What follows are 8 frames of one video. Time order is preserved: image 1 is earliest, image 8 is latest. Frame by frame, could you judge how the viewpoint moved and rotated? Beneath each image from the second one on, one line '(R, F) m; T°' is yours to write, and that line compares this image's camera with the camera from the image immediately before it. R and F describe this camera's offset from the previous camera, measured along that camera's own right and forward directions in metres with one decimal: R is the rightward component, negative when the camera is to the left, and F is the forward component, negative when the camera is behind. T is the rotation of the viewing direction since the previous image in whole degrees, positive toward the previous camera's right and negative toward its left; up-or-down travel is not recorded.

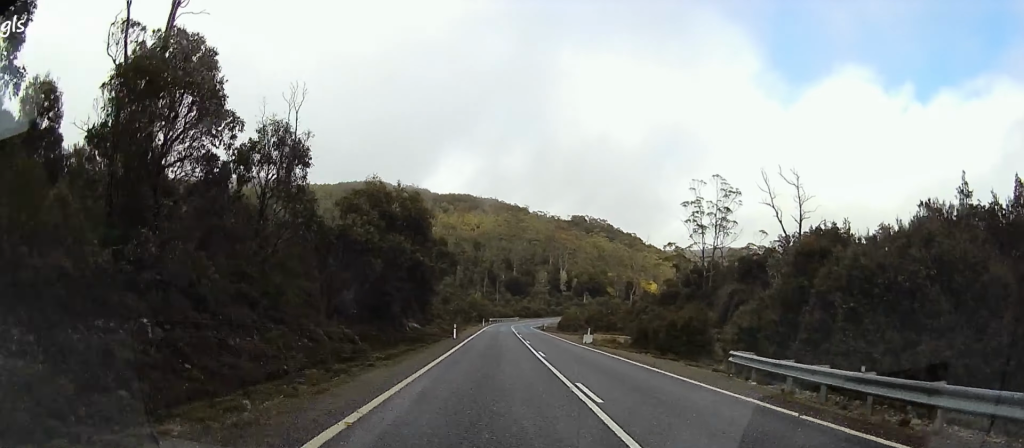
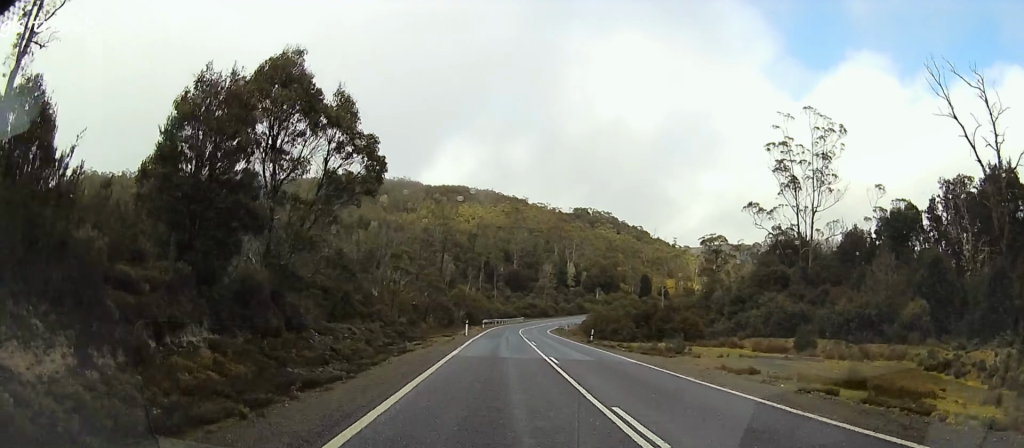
(+0.4, +38.9) m; +1°
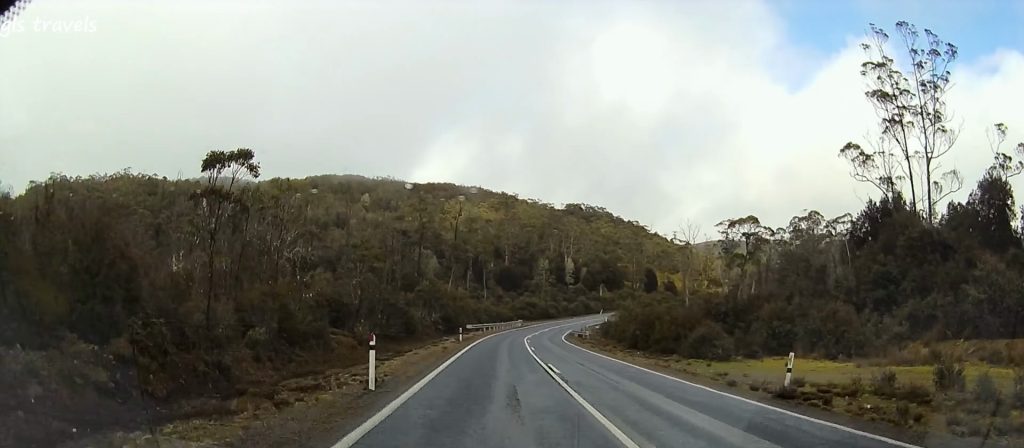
(0.0, +27.0) m; 0°
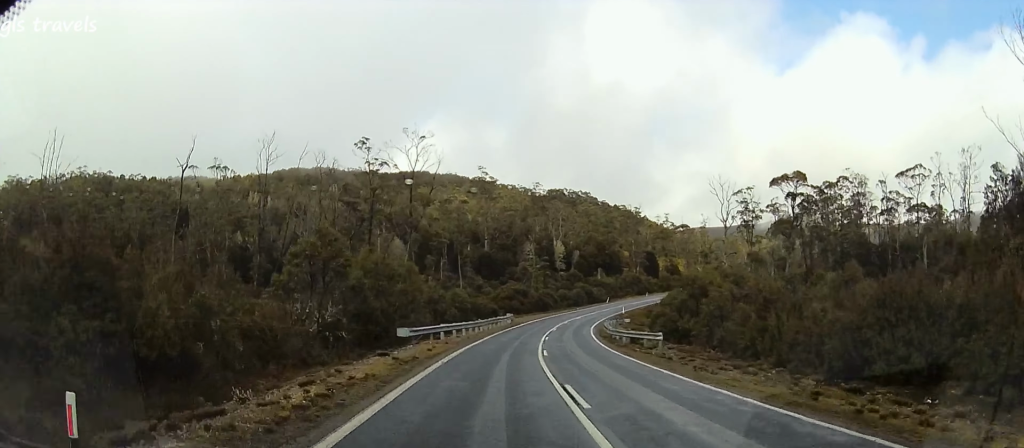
(0.0, +31.8) m; 0°
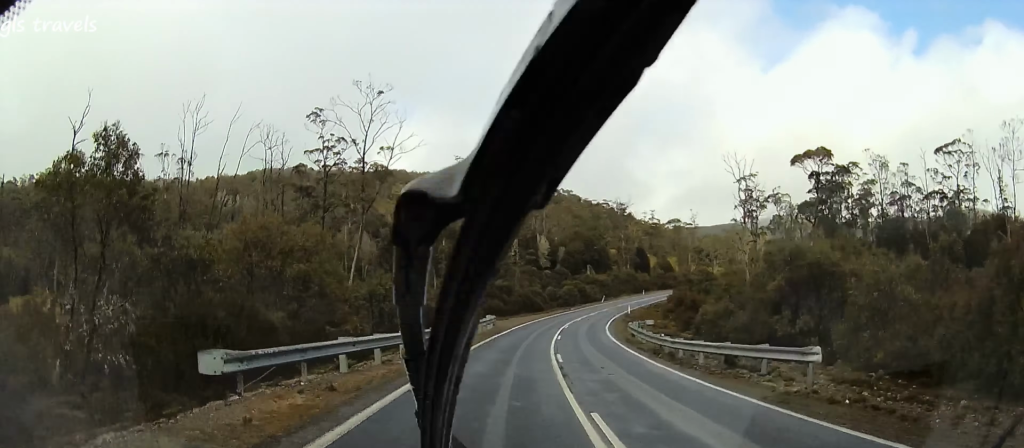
(0.0, +15.9) m; 0°
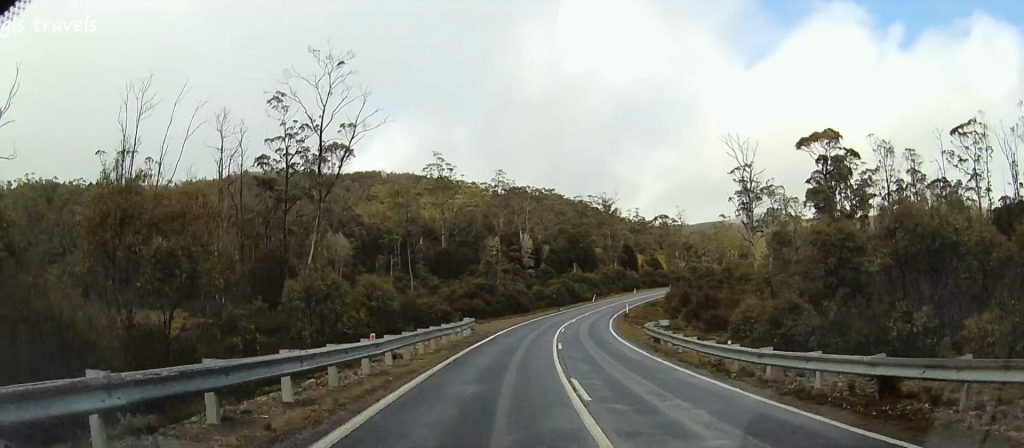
(0.0, +8.2) m; 0°
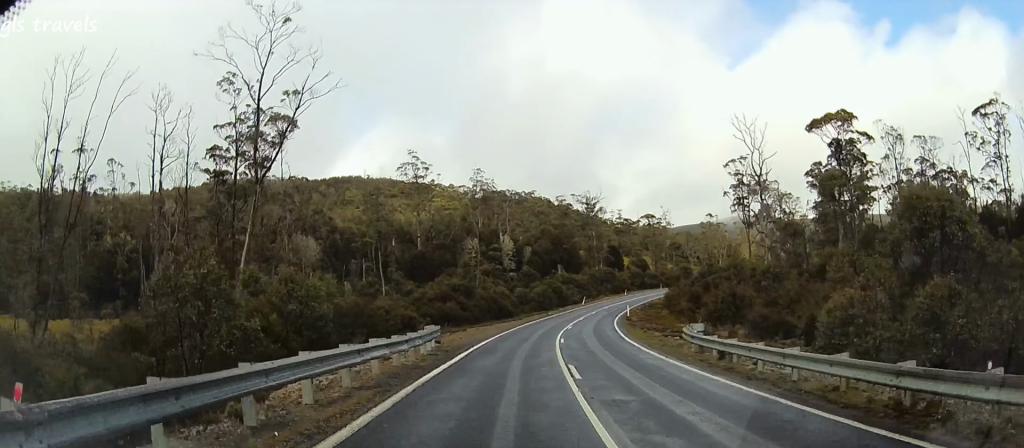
(0.0, +8.7) m; 0°
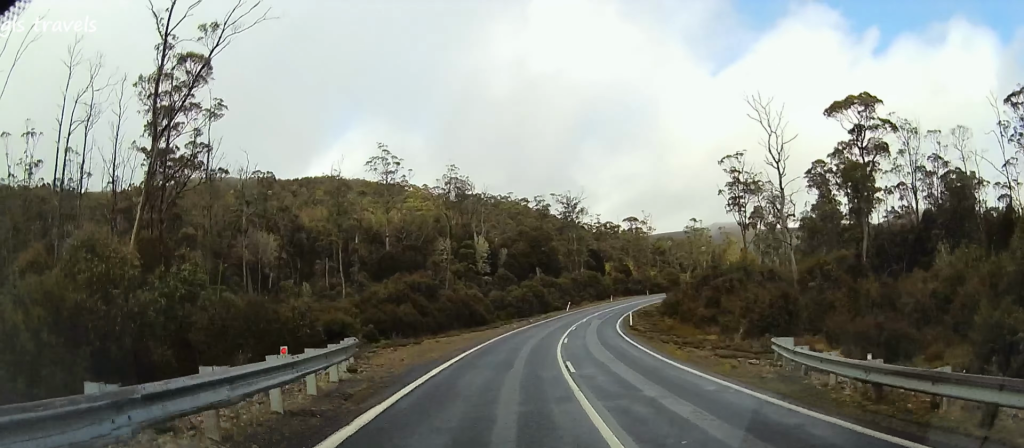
(0.0, +10.6) m; 0°
